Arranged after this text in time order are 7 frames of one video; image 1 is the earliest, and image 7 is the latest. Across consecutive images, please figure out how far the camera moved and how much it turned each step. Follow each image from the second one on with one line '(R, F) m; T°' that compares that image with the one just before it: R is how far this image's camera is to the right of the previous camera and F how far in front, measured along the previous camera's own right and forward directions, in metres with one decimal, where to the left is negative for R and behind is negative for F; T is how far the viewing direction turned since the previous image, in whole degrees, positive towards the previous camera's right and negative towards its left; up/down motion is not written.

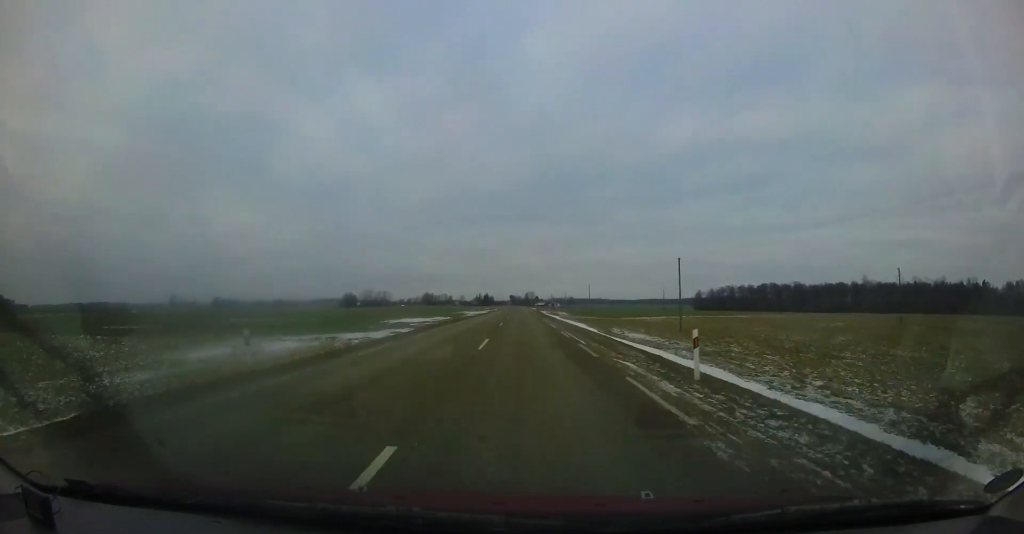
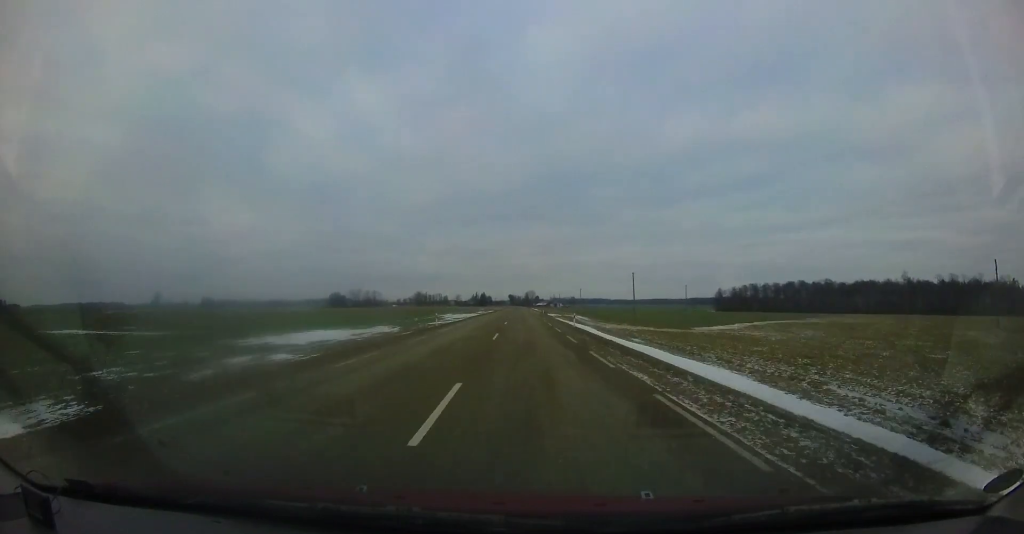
(0.0, +31.7) m; 0°
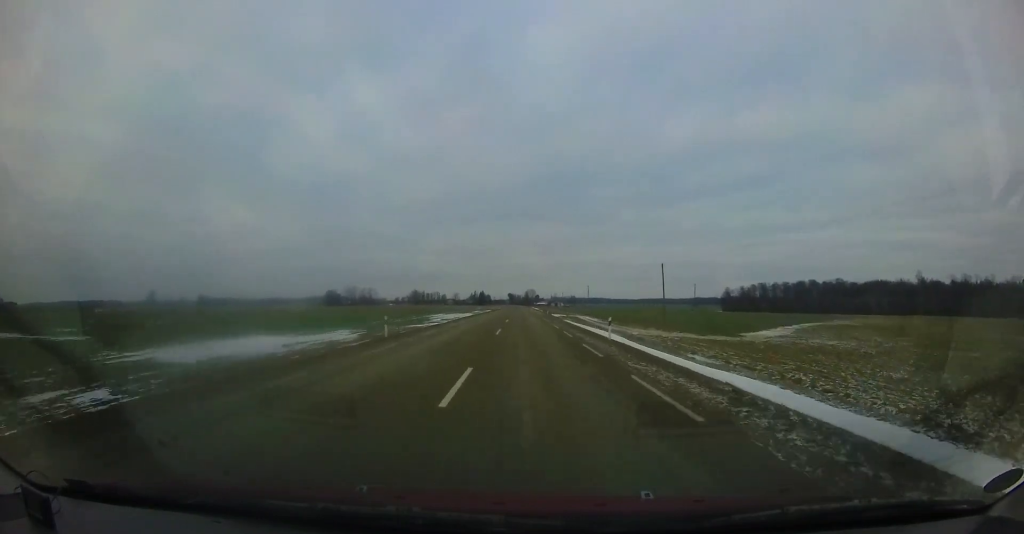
(0.0, +10.5) m; 0°
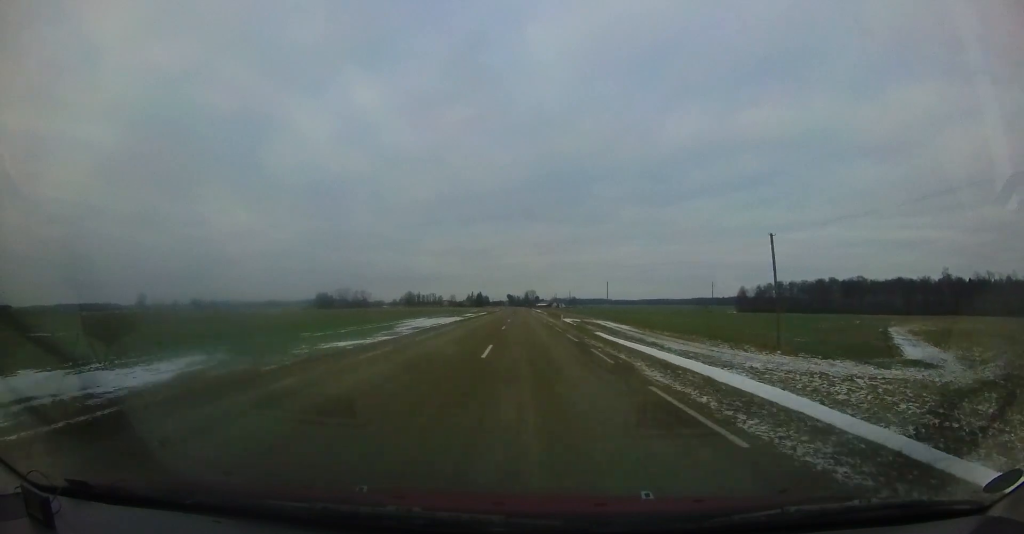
(0.0, +18.6) m; -1°
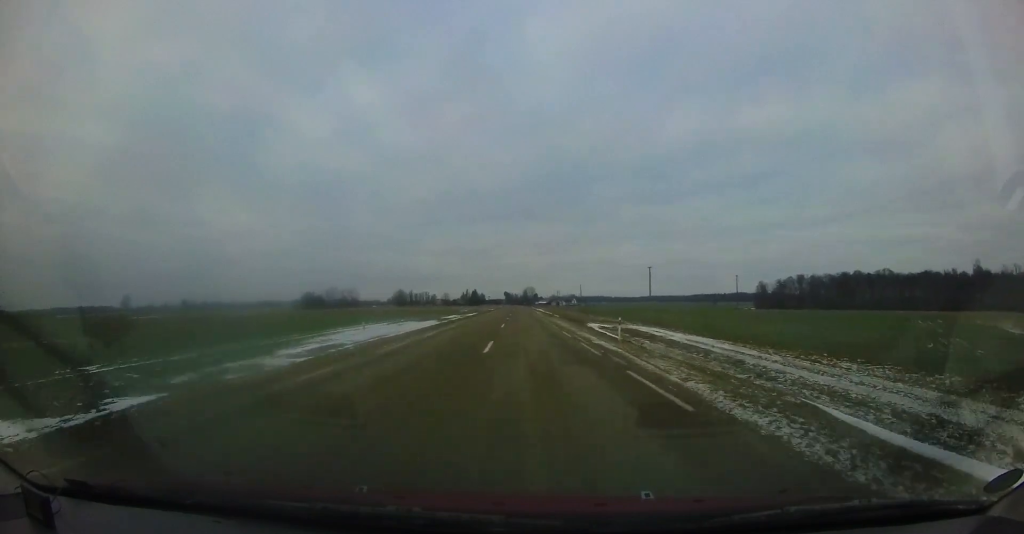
(-0.3, +22.3) m; 0°
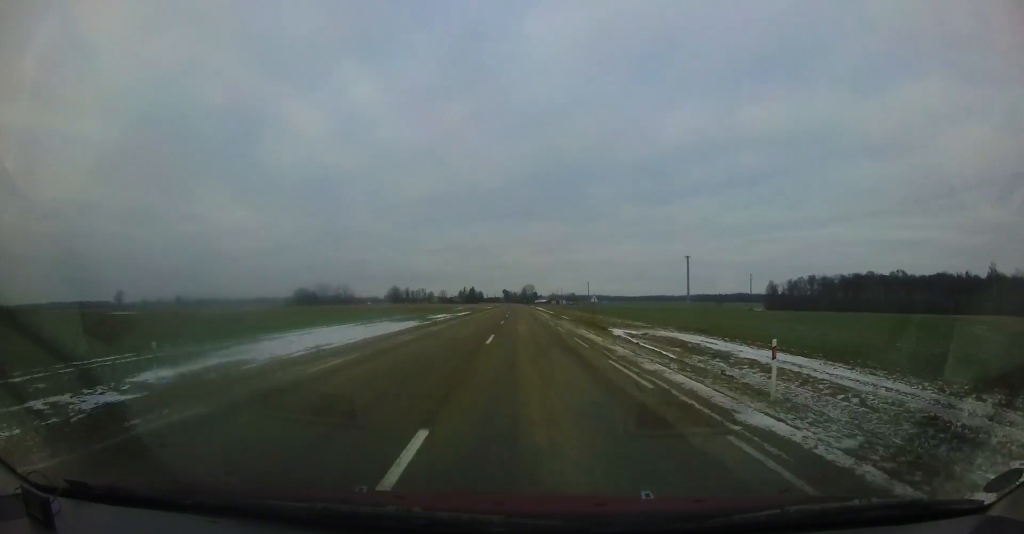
(0.0, +10.2) m; 0°
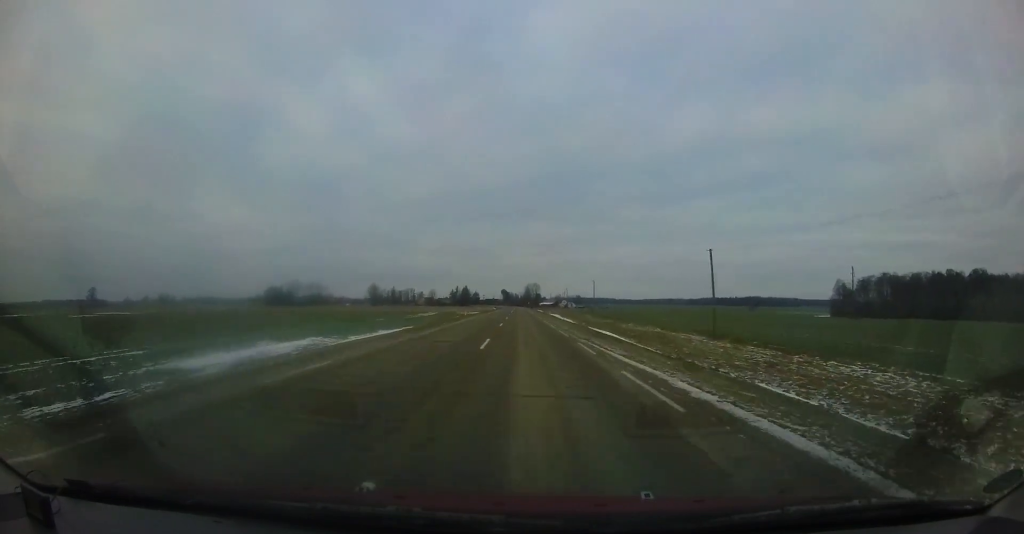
(+0.8, +49.1) m; +1°
